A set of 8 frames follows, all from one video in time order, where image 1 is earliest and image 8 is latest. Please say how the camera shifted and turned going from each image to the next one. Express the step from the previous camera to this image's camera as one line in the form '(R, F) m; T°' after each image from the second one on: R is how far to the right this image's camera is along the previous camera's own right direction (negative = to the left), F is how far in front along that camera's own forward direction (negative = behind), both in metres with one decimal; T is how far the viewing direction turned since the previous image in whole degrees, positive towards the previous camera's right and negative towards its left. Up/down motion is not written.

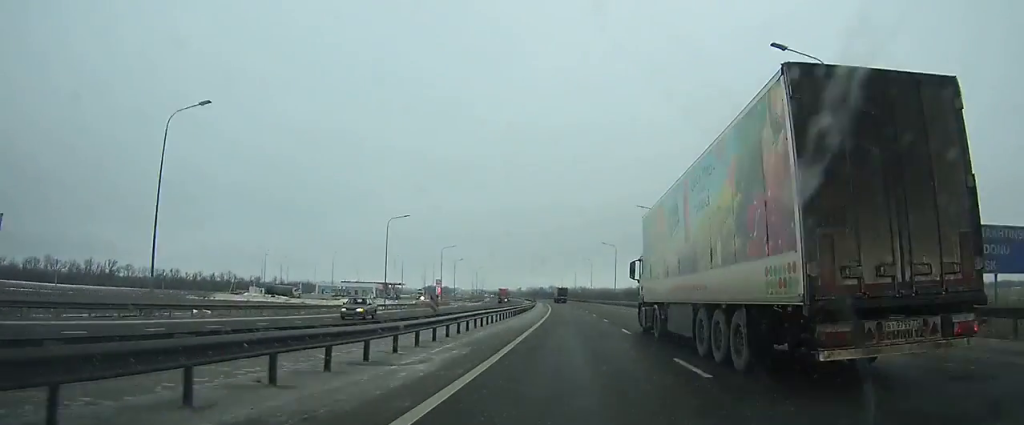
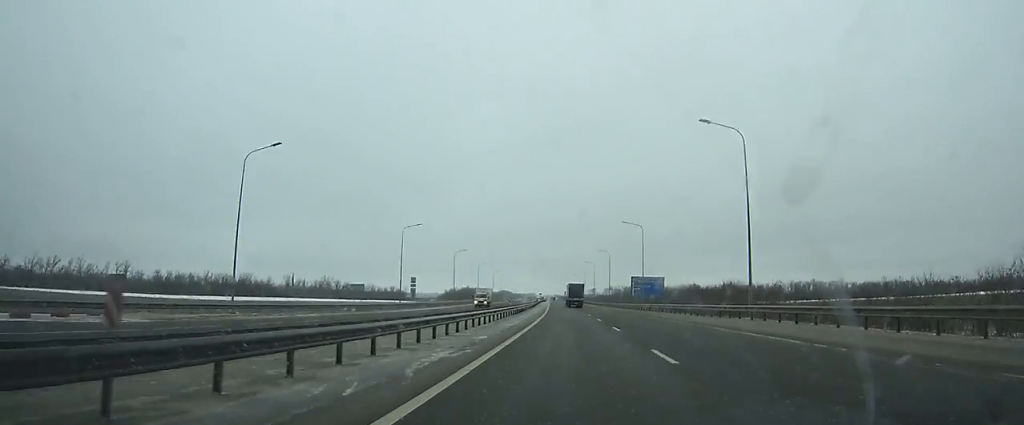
(-17.6, +245.4) m; -8°
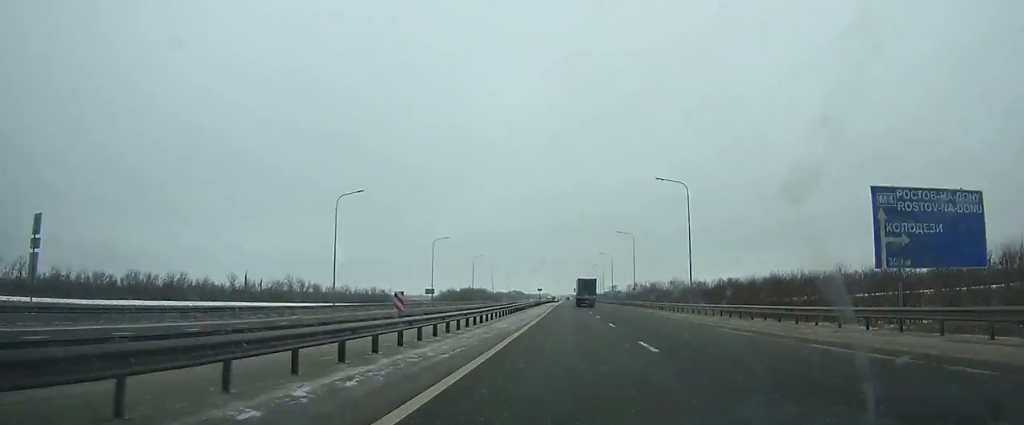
(-1.0, +70.0) m; -1°
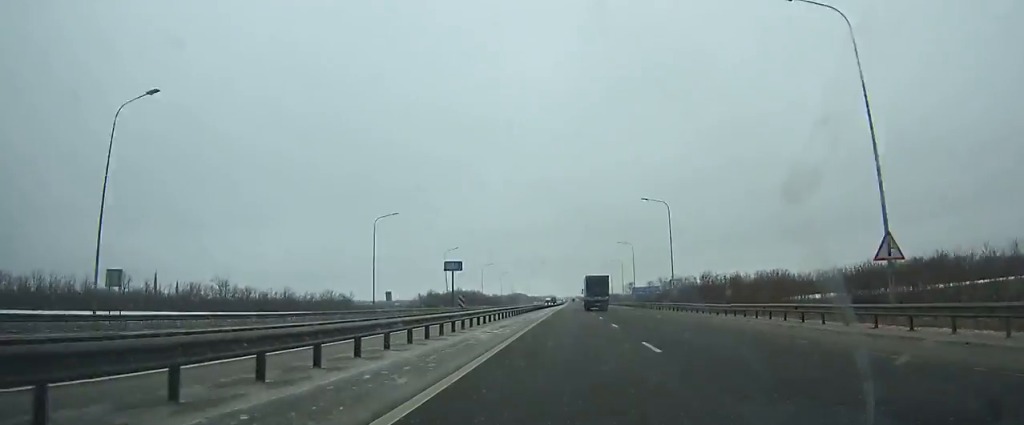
(-0.5, +73.3) m; 0°
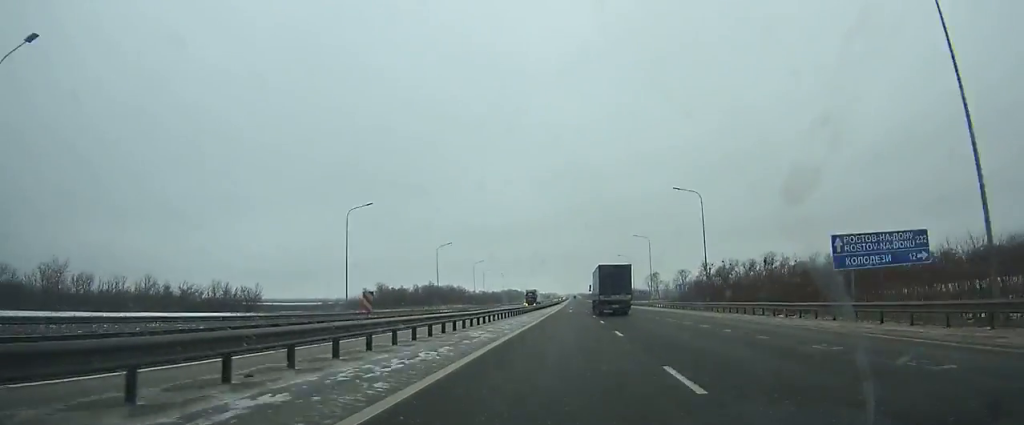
(-0.1, +91.0) m; 0°
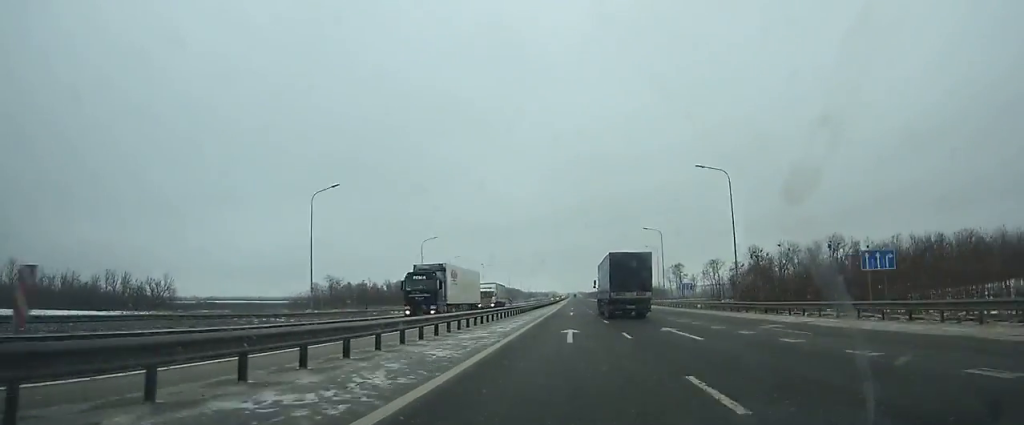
(-0.1, +50.1) m; 0°
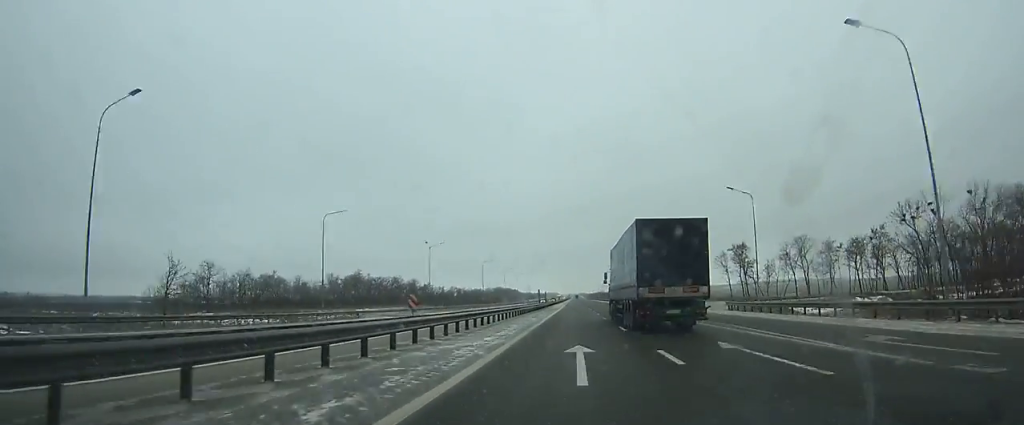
(0.0, +68.0) m; 0°
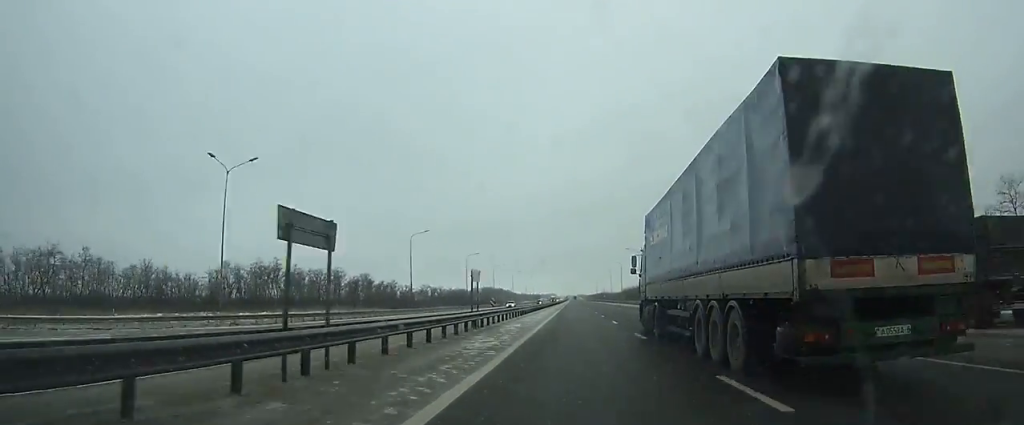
(0.0, +65.3) m; 0°
